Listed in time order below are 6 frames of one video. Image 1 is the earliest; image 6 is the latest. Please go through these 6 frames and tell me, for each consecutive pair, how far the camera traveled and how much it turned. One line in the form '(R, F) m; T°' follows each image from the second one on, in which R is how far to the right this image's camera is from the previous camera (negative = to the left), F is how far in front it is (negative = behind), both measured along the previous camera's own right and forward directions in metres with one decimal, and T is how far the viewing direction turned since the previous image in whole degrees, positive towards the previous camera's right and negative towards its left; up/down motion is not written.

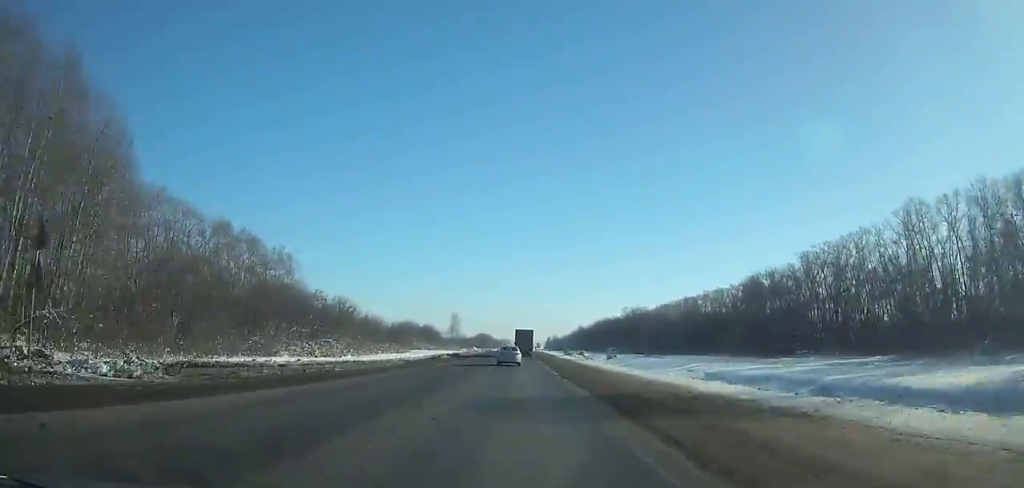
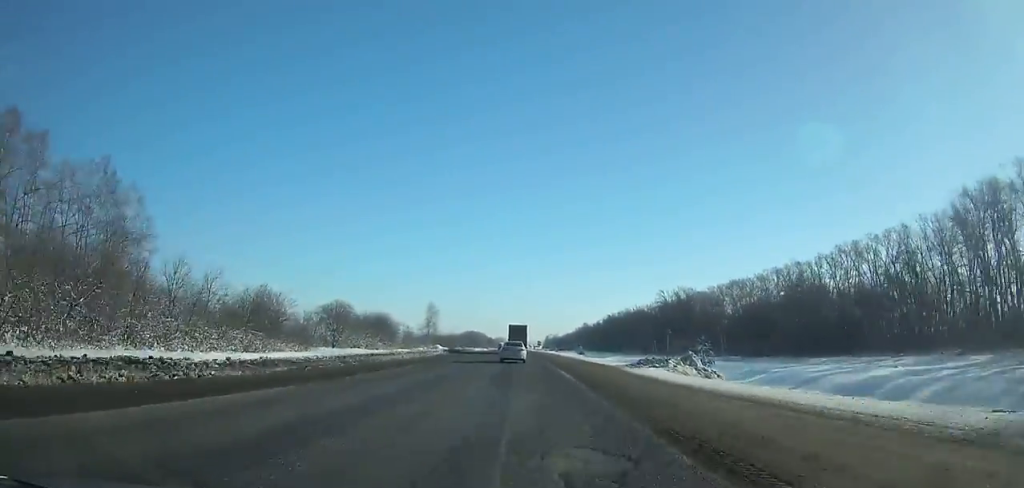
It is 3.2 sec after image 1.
(+0.3, +66.9) m; 0°
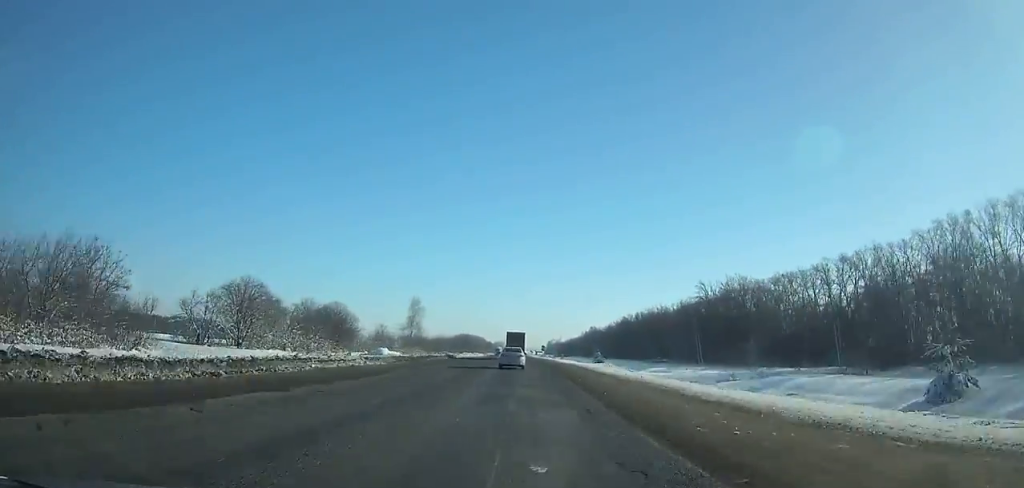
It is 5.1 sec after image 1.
(0.0, +38.9) m; 0°
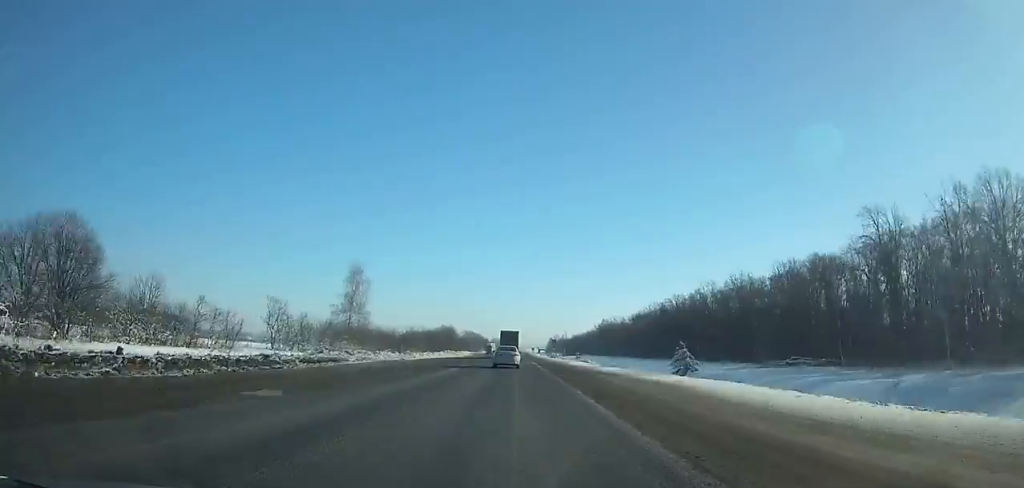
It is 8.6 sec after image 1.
(-0.2, +70.7) m; -1°
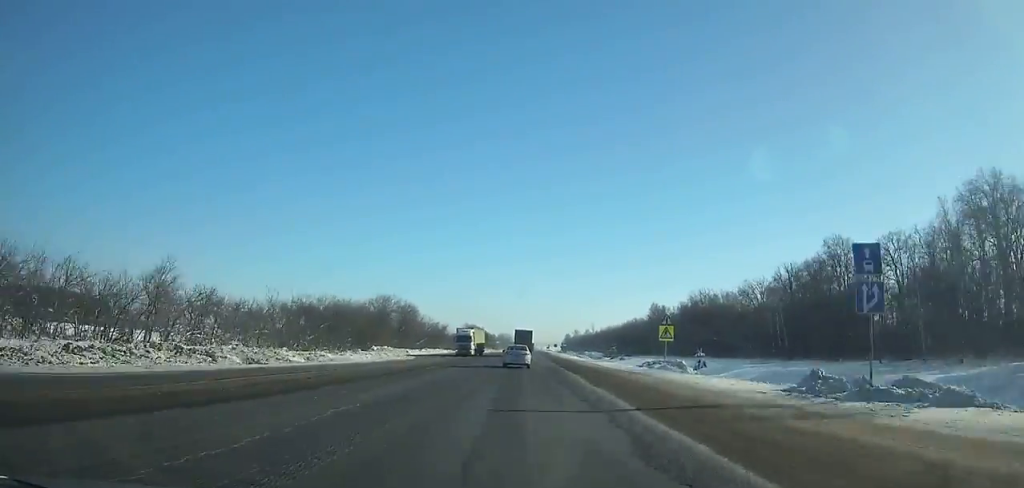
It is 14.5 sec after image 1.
(-0.9, +117.4) m; 0°
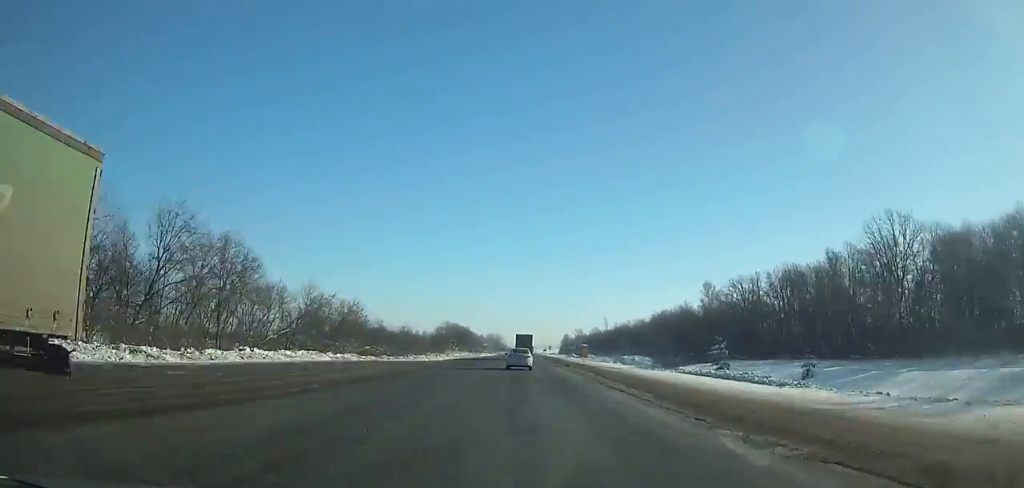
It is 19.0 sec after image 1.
(+0.8, +90.4) m; +1°
